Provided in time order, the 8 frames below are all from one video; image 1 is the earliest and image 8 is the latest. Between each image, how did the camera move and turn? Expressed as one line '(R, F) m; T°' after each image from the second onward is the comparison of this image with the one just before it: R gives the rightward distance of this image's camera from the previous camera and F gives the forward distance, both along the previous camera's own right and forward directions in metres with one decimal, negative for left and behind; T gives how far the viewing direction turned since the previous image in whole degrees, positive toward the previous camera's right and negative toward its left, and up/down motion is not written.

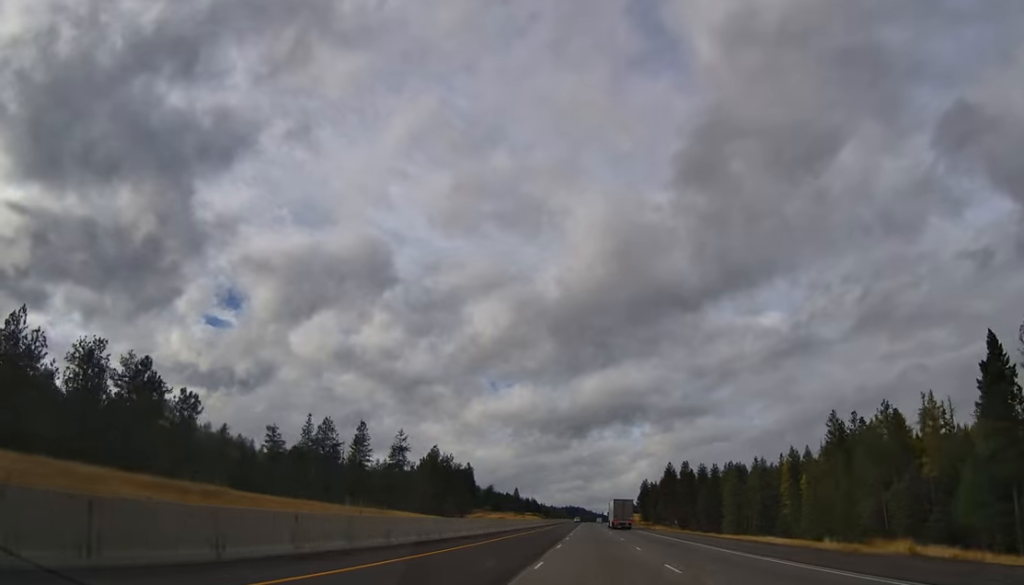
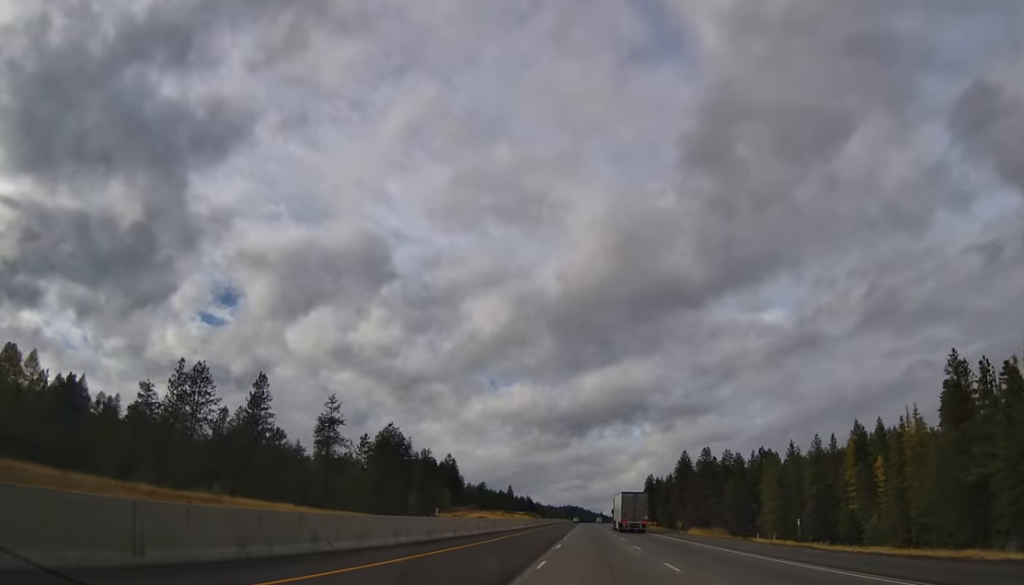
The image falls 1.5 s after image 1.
(+0.1, +48.4) m; 0°
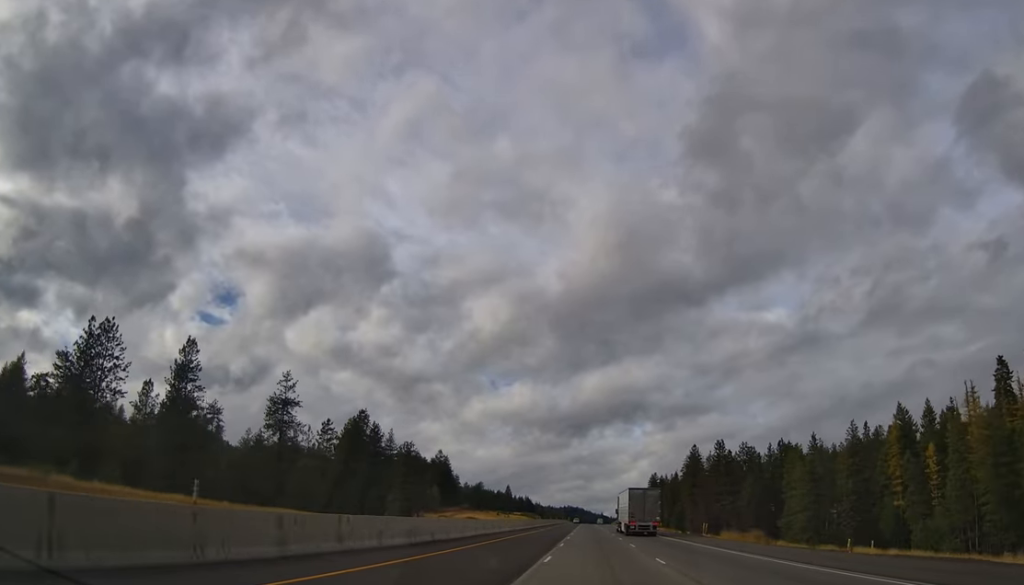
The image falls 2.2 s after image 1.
(+0.1, +21.1) m; 0°
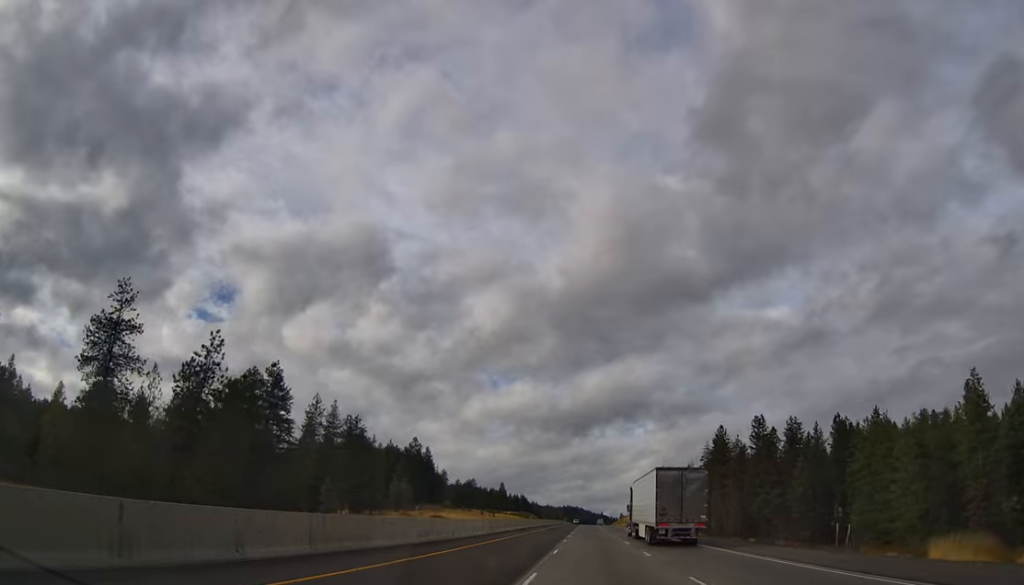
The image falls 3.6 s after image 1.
(-0.6, +44.2) m; -1°
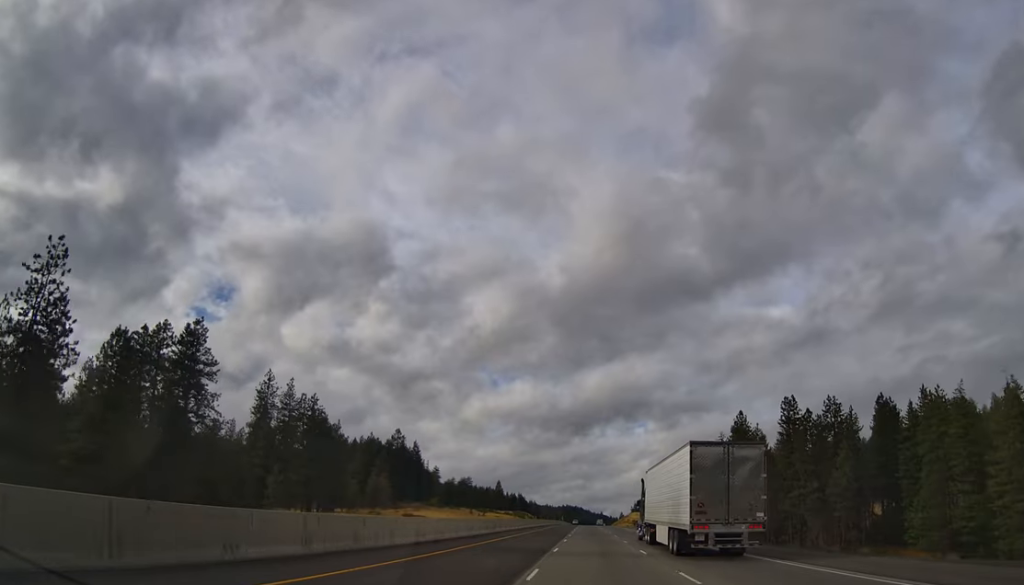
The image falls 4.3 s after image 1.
(-0.1, +23.2) m; 0°
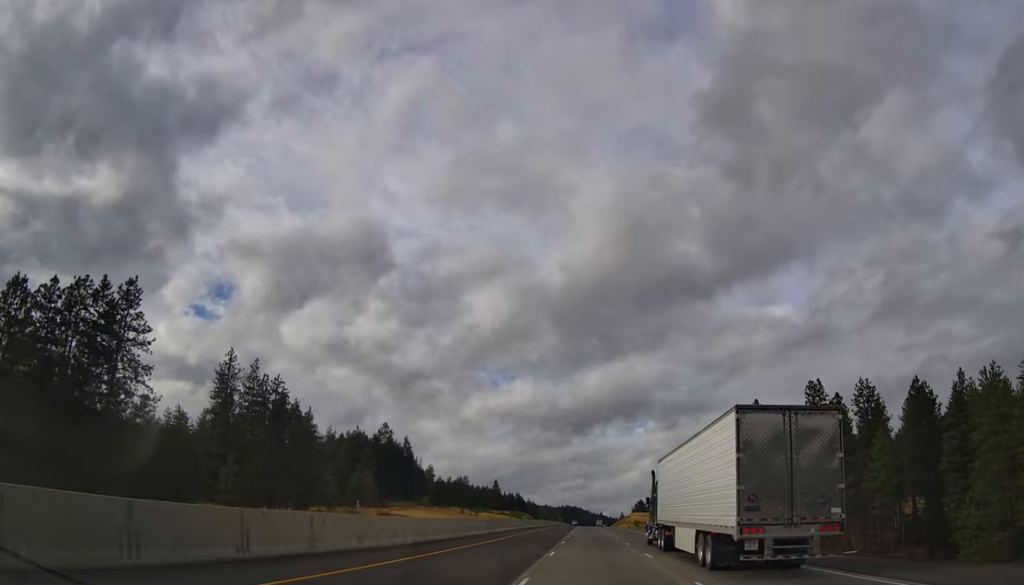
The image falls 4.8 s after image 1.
(+0.2, +14.7) m; +1°
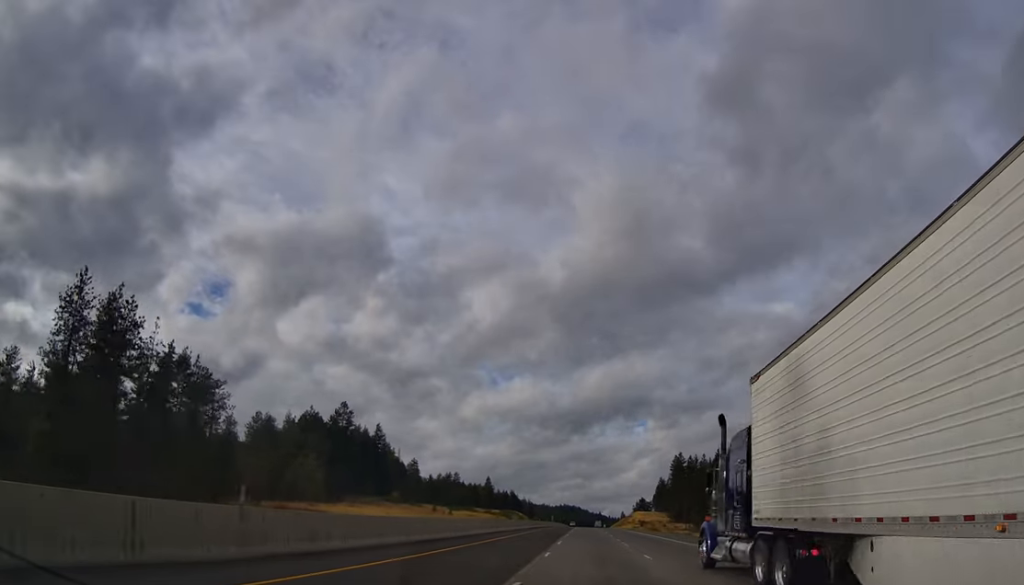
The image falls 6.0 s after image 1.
(+0.2, +37.9) m; 0°
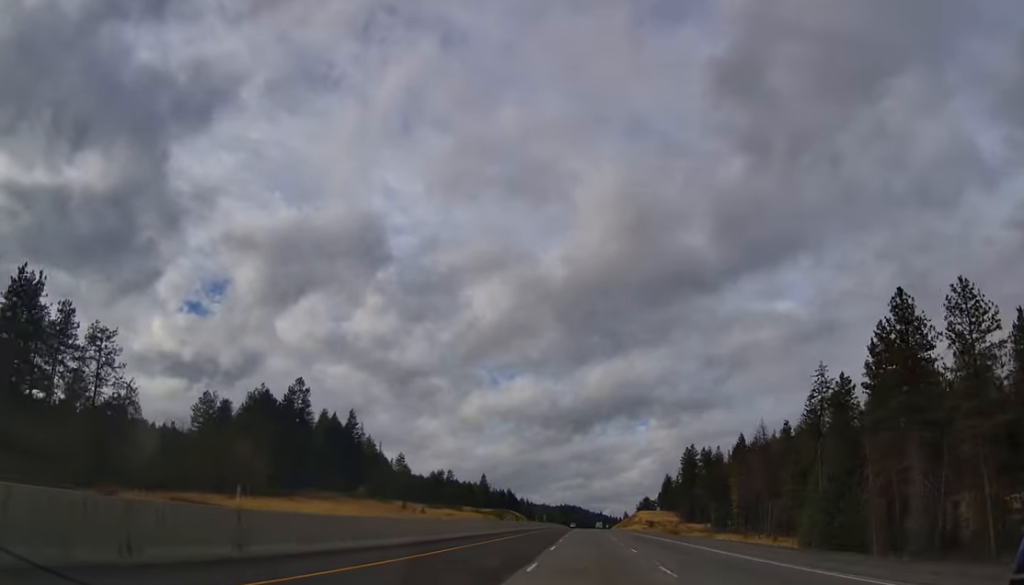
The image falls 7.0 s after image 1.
(-0.1, +30.5) m; 0°
